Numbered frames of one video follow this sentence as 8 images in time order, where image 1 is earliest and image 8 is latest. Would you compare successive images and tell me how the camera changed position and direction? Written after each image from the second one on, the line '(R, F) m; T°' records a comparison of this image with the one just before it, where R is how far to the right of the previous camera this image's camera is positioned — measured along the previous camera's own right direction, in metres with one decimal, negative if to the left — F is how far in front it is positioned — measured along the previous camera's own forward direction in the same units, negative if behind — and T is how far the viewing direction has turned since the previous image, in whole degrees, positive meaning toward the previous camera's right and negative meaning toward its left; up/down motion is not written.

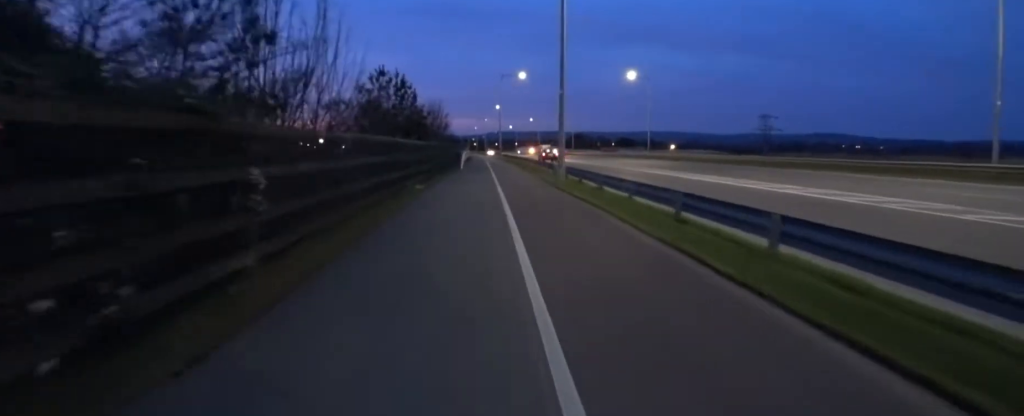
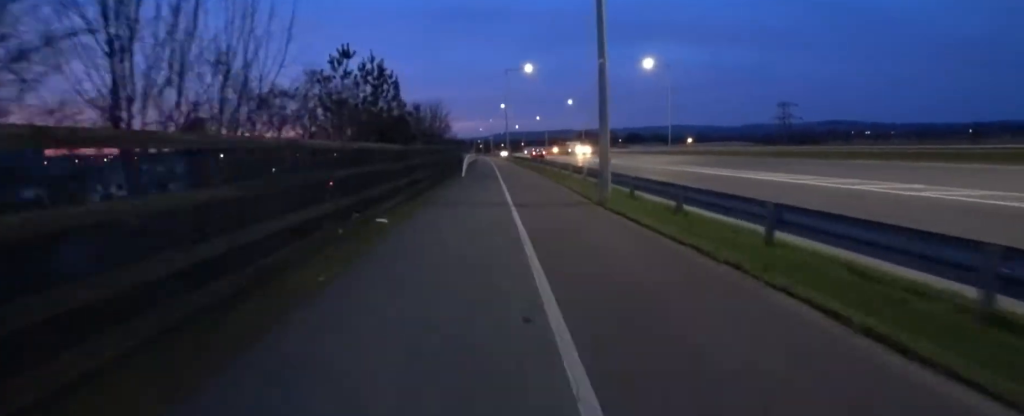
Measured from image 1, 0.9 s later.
(+0.1, +4.4) m; +1°
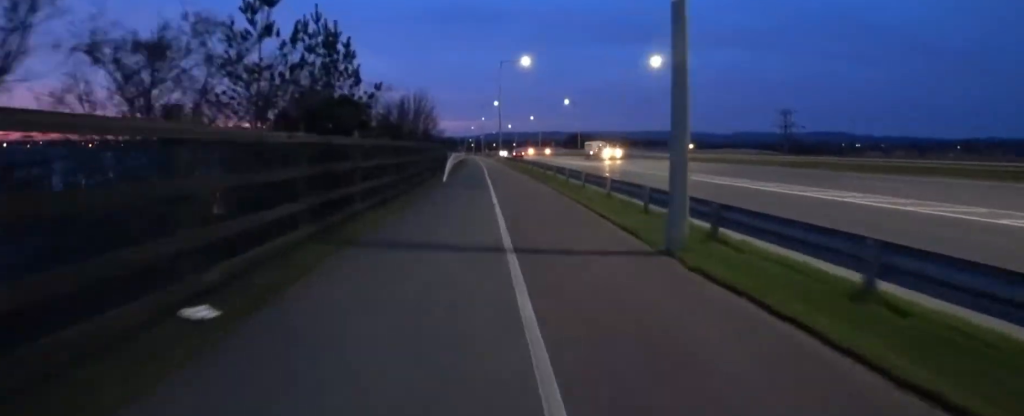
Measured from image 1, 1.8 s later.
(-0.1, +3.9) m; 0°
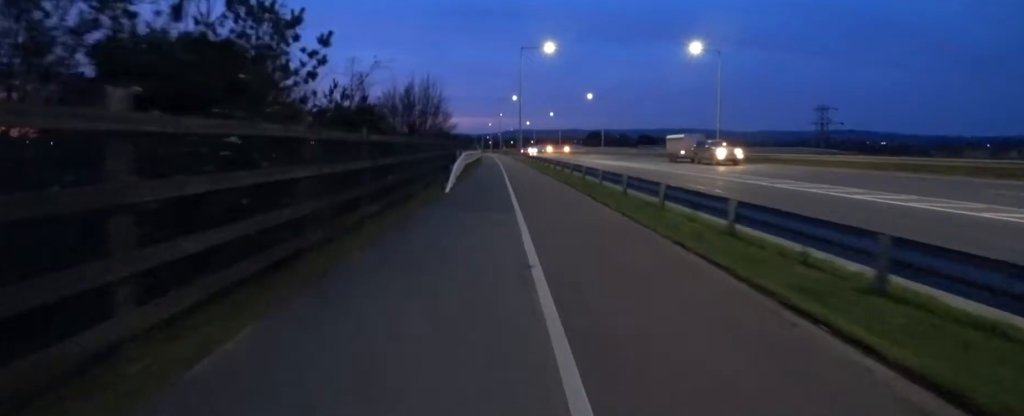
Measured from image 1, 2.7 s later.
(+0.2, +4.7) m; -2°
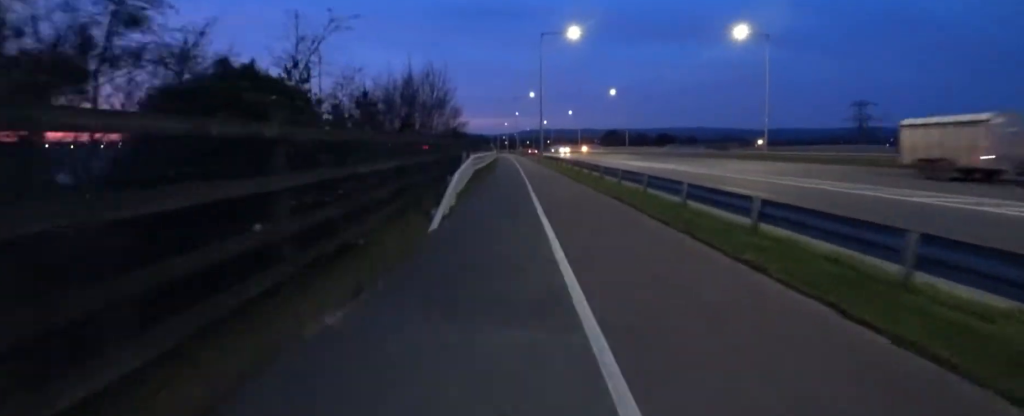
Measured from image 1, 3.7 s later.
(-0.4, +5.2) m; +1°
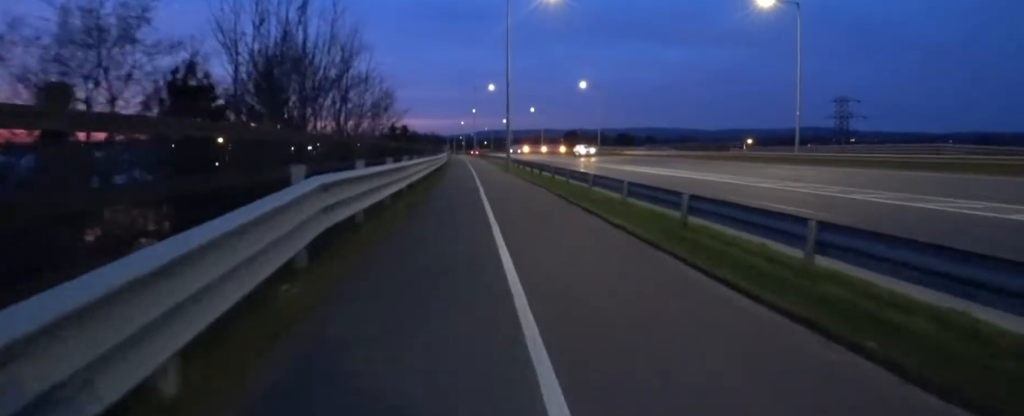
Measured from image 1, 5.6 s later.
(+0.9, +10.7) m; 0°
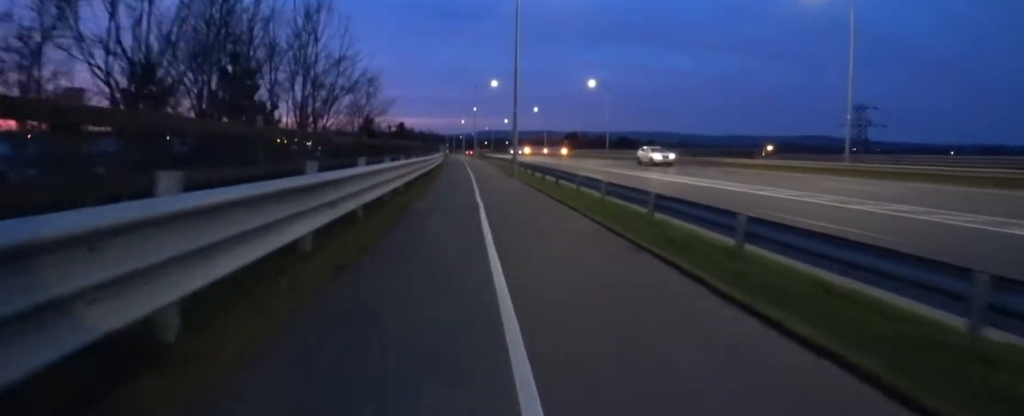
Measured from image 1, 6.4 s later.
(-0.4, +3.9) m; -1°
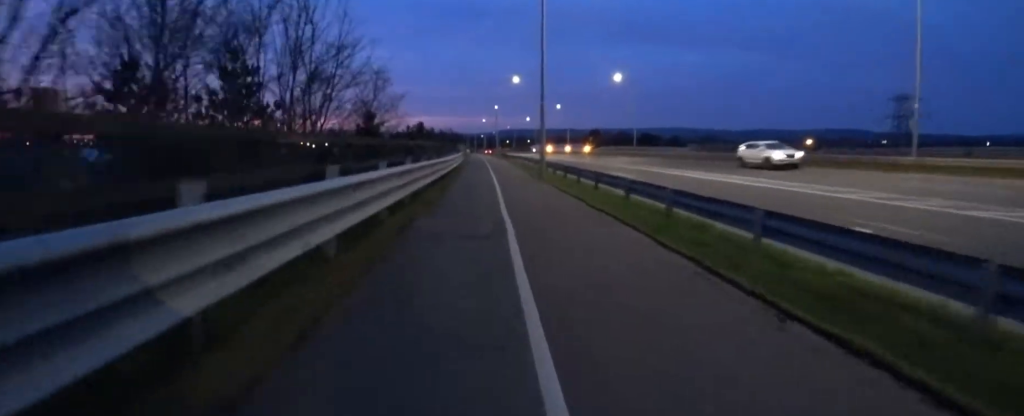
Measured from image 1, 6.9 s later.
(+0.1, +1.9) m; +1°
